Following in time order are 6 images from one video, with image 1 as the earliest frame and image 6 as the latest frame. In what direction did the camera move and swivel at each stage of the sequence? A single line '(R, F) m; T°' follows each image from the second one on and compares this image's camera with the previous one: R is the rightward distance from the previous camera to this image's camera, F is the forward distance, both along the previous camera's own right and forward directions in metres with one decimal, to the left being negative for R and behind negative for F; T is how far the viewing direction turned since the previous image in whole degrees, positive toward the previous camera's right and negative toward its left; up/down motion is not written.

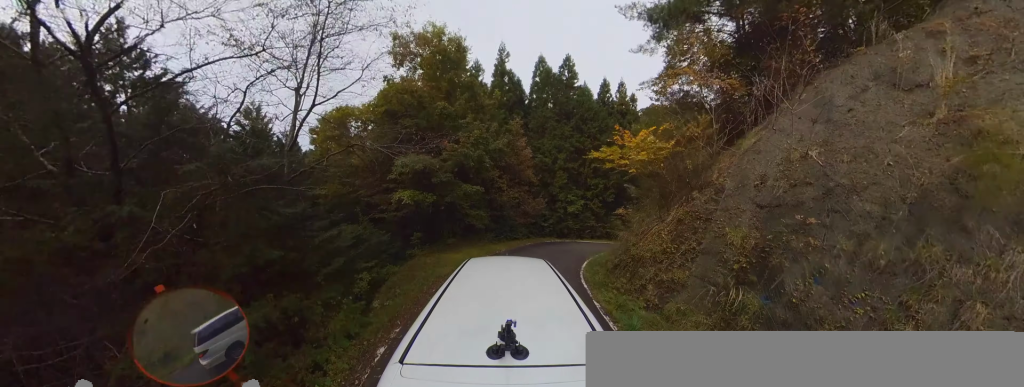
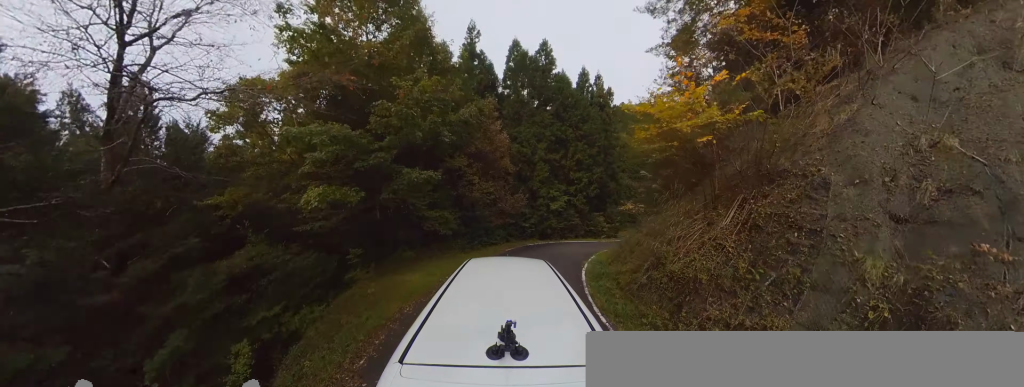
(-0.1, +2.5) m; +8°
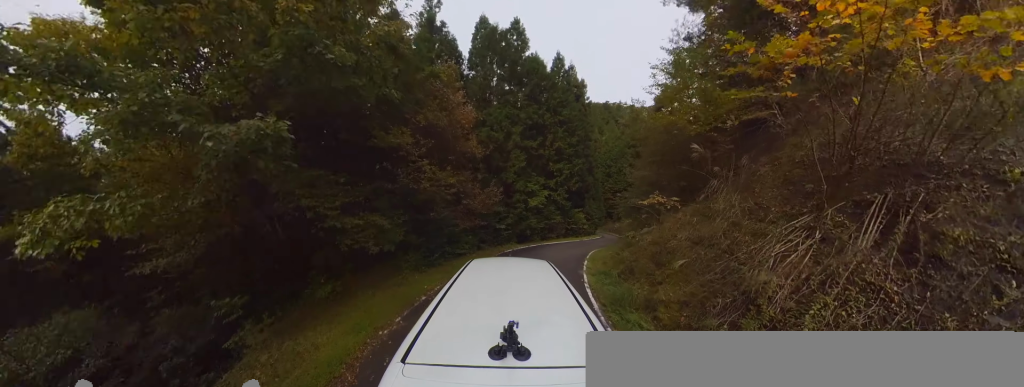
(-0.6, +2.7) m; +12°
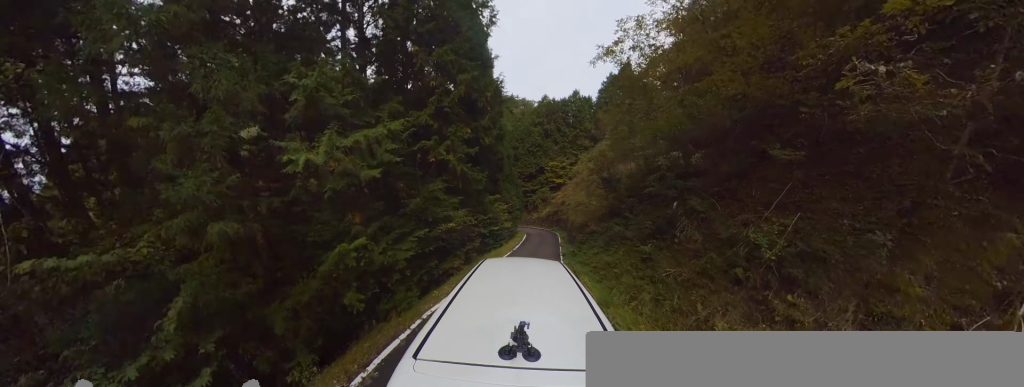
(+3.9, +8.4) m; +27°
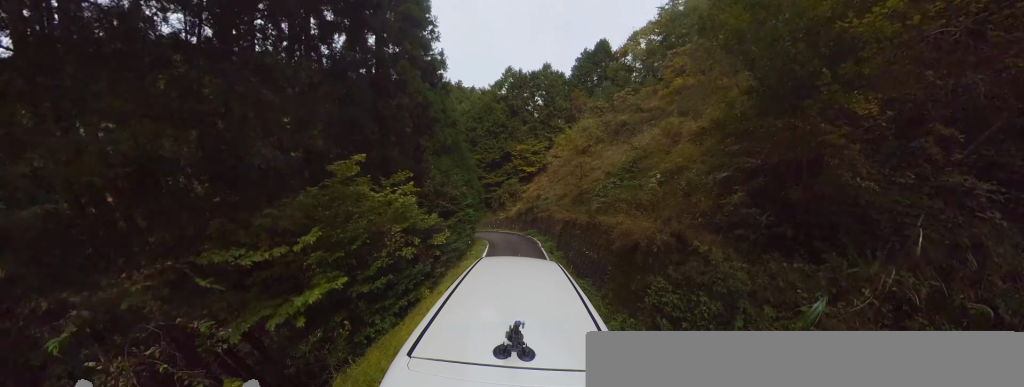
(-0.2, +6.2) m; -10°
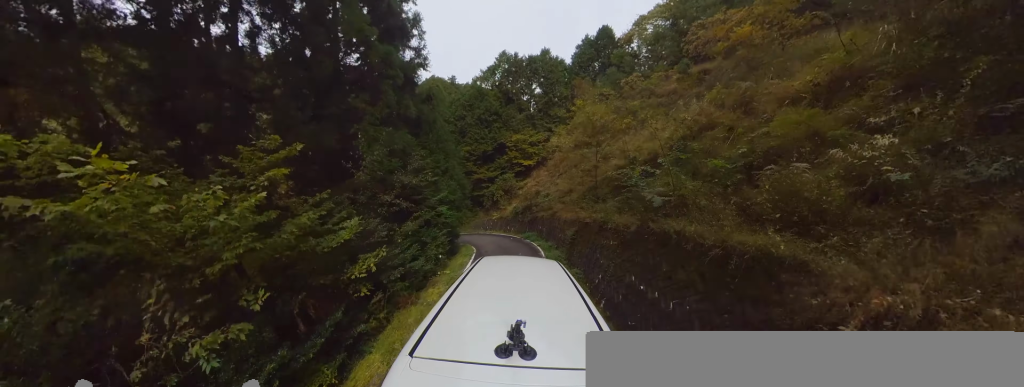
(-0.2, +2.5) m; -7°
